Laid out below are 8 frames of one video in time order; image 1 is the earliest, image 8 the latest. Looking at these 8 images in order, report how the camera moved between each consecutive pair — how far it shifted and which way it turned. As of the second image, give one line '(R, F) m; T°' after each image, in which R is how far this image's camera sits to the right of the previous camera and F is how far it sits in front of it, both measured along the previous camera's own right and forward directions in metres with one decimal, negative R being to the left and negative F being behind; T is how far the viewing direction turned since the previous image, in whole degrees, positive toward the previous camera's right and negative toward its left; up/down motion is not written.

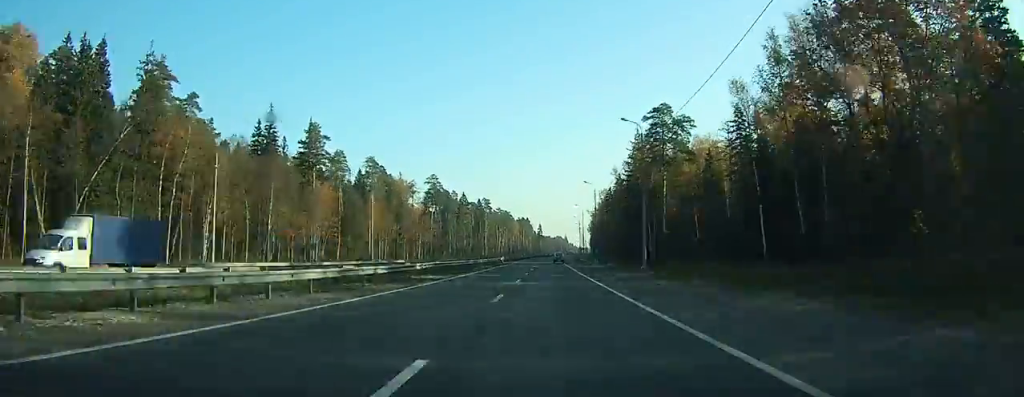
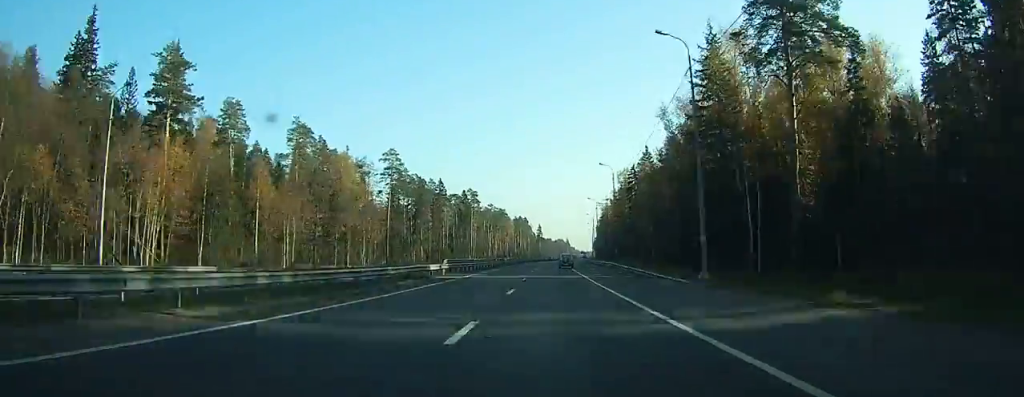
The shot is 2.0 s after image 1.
(+0.1, +55.7) m; 0°
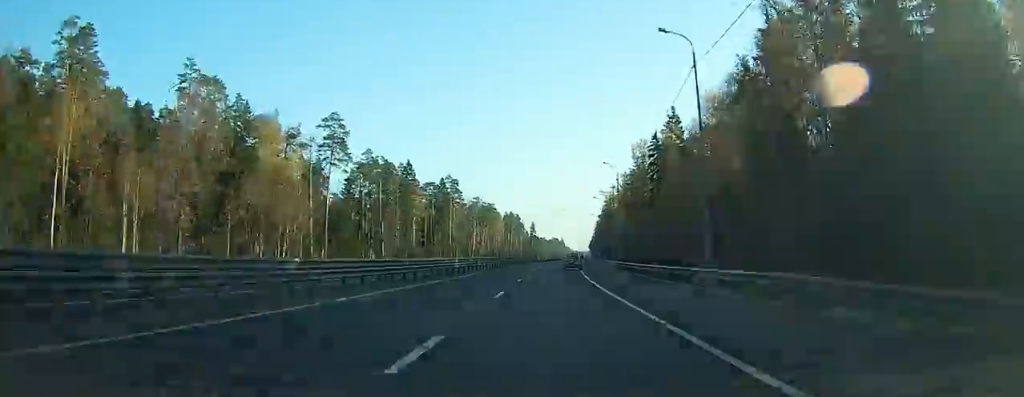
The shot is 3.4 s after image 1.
(+0.1, +38.6) m; 0°
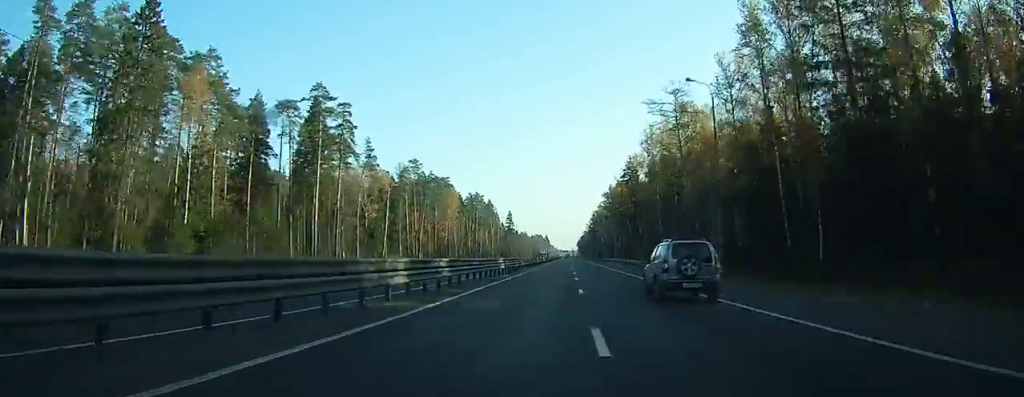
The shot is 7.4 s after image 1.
(+0.4, +108.1) m; +1°
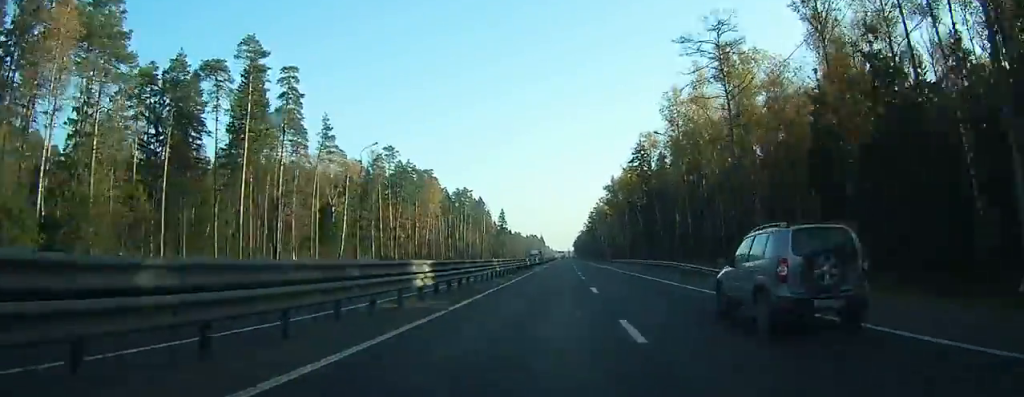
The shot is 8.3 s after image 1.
(+0.1, +23.1) m; 0°
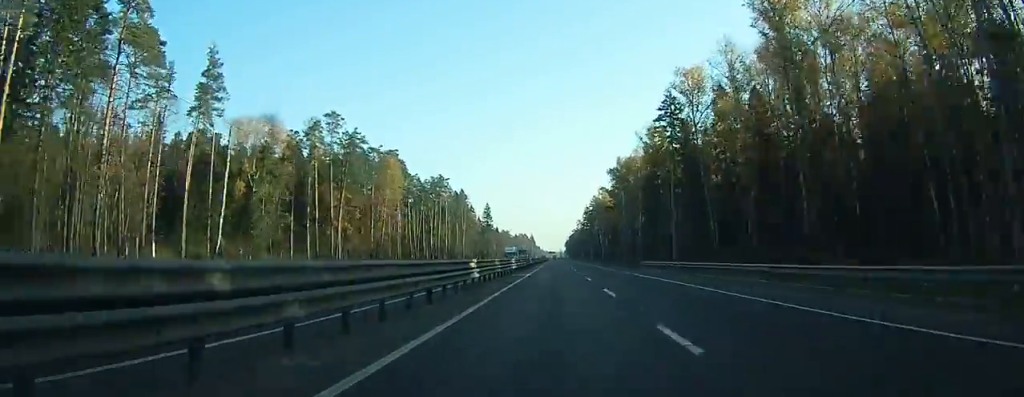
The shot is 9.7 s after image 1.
(+0.2, +37.1) m; +1°
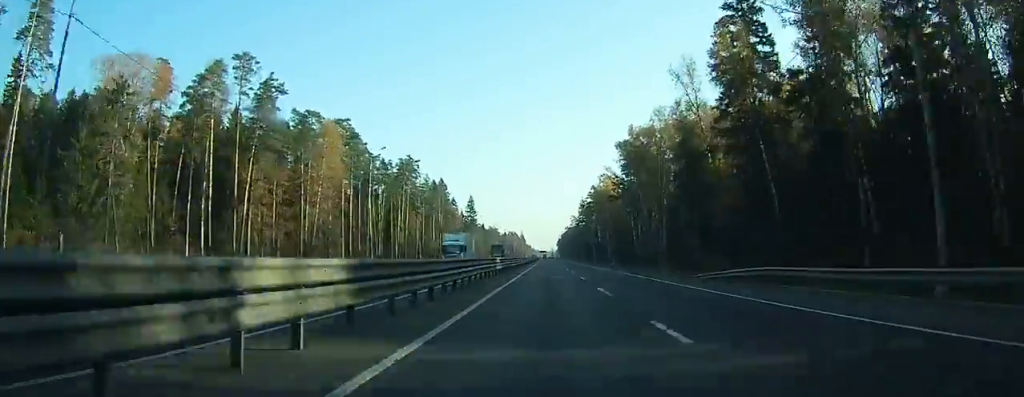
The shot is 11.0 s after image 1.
(+0.4, +35.3) m; +1°
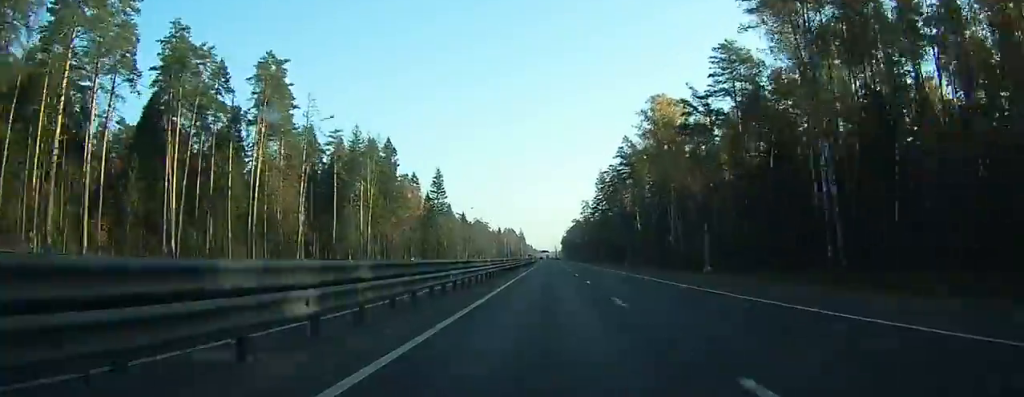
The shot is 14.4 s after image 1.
(+0.9, +89.4) m; 0°
